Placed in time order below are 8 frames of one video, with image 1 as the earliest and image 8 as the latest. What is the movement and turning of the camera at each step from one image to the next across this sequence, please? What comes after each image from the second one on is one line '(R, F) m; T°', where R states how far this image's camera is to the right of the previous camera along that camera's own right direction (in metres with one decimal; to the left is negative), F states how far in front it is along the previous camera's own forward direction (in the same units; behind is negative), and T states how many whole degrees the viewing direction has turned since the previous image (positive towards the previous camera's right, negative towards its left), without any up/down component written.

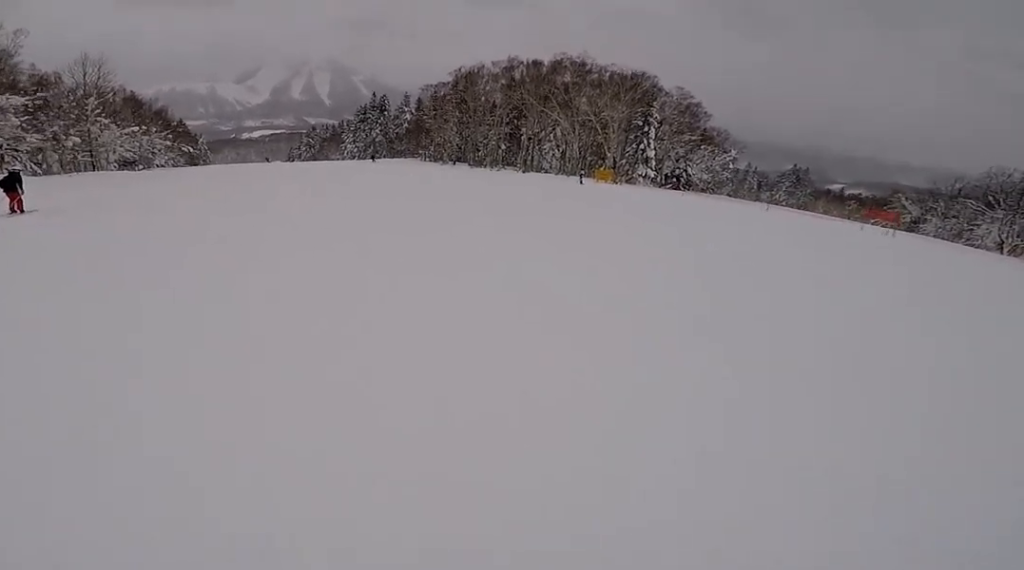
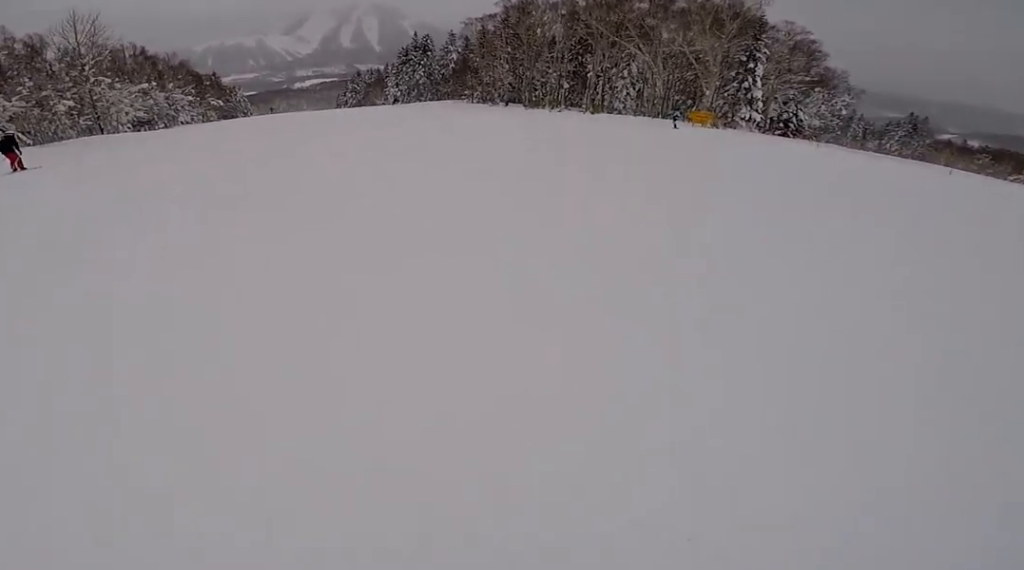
(0.0, +8.5) m; -6°
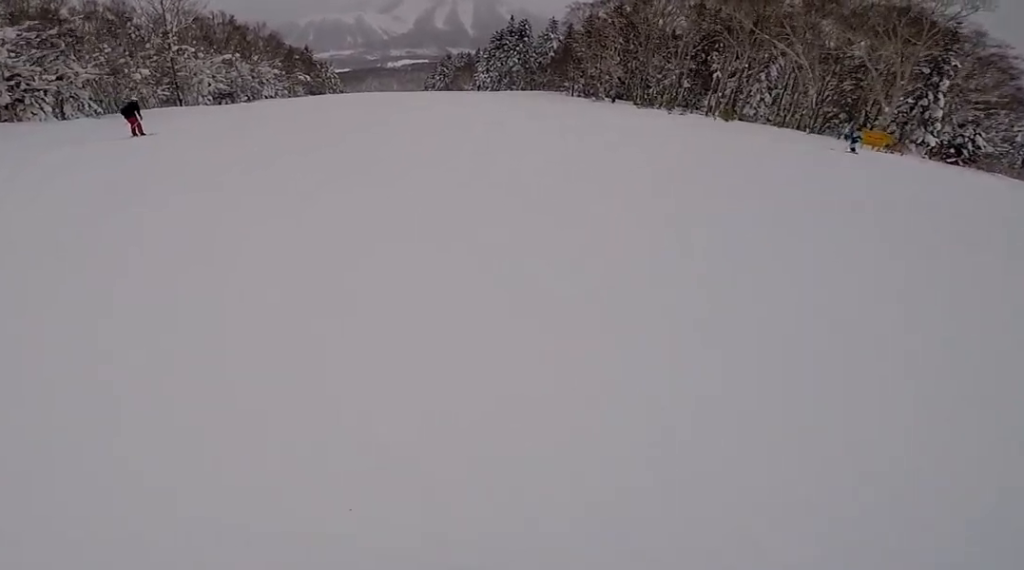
(+0.4, +5.6) m; -7°
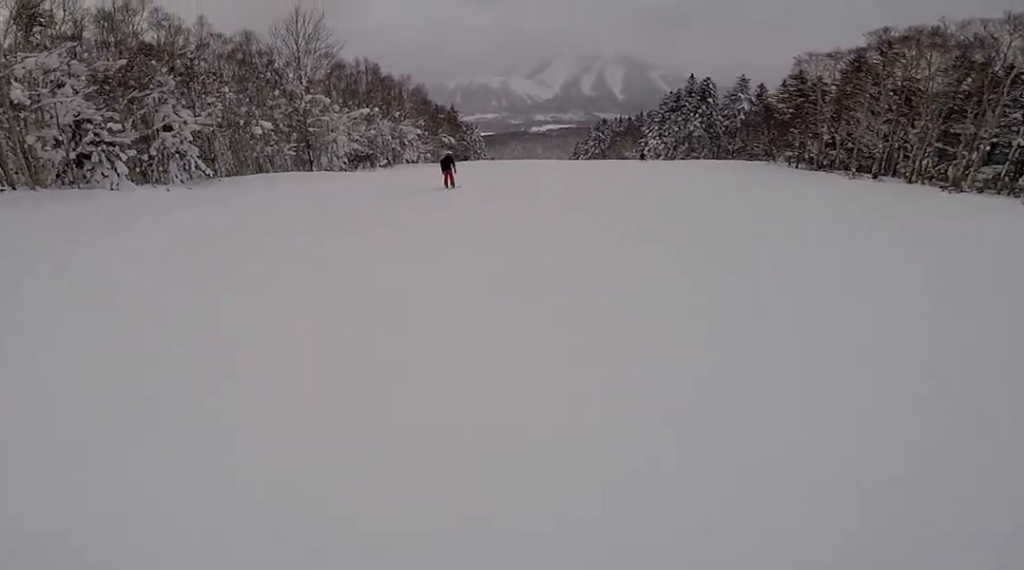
(-3.2, +14.7) m; -10°
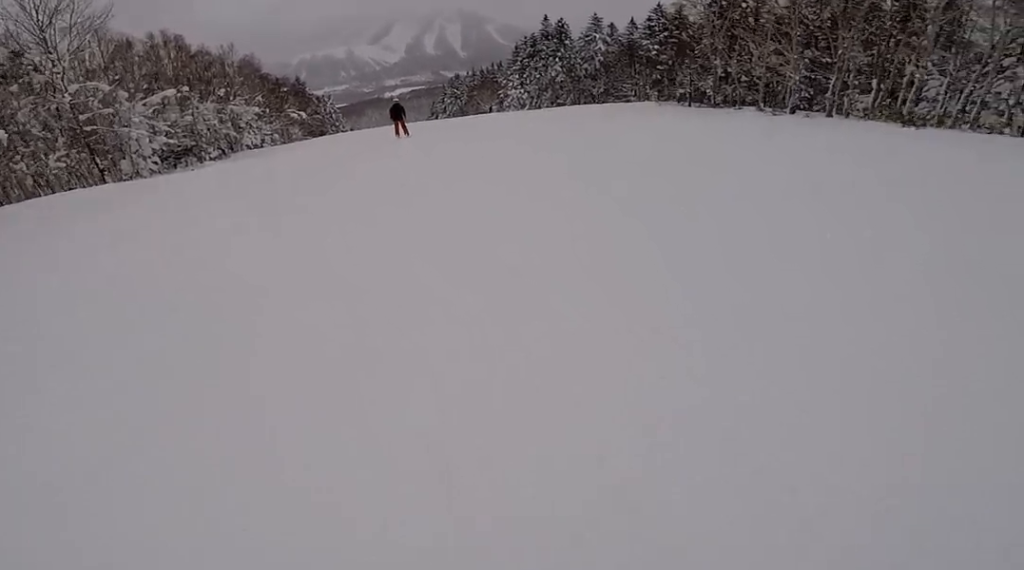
(+0.7, +11.2) m; +11°
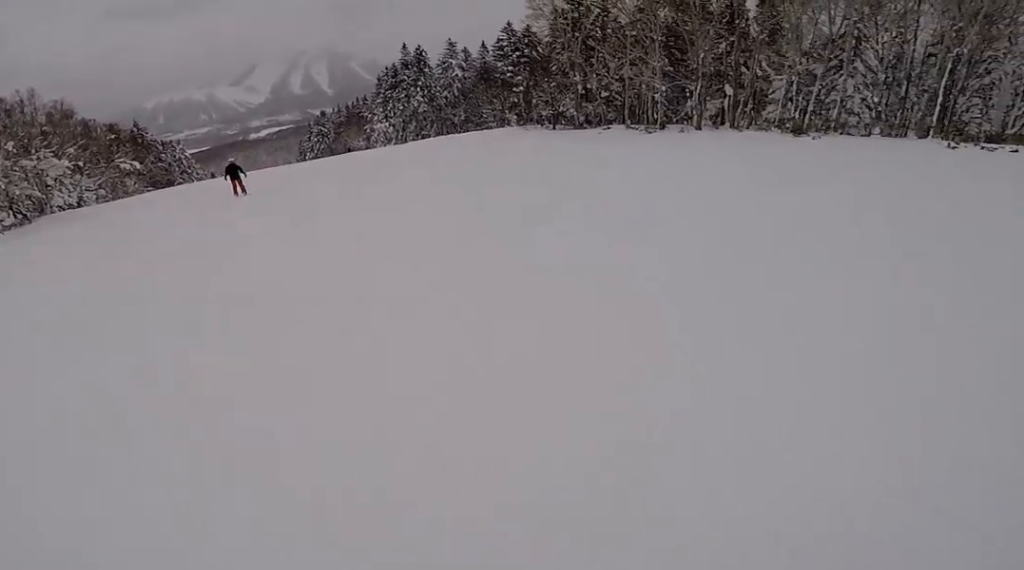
(+0.8, +7.9) m; +8°
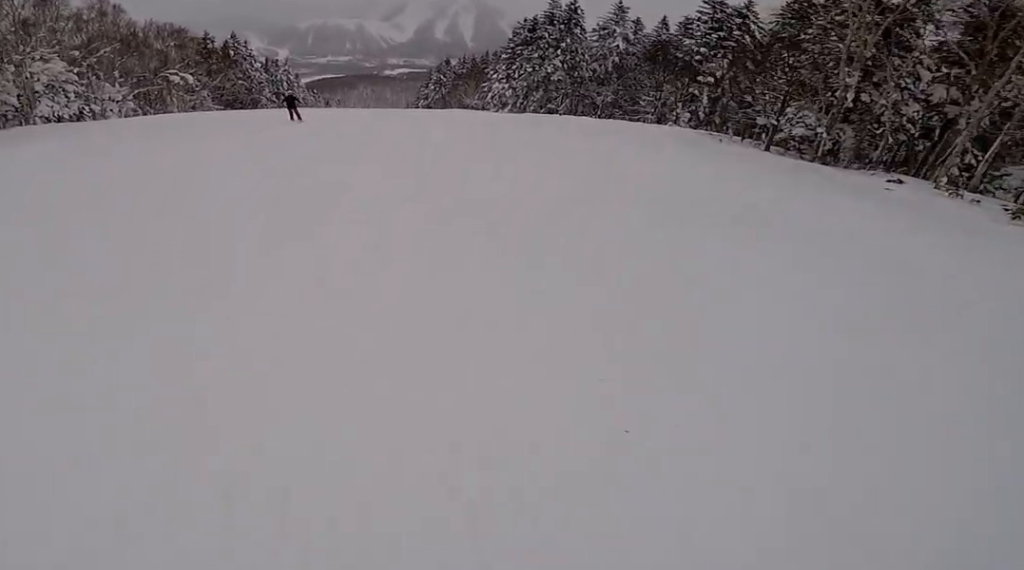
(+0.4, +17.2) m; -7°
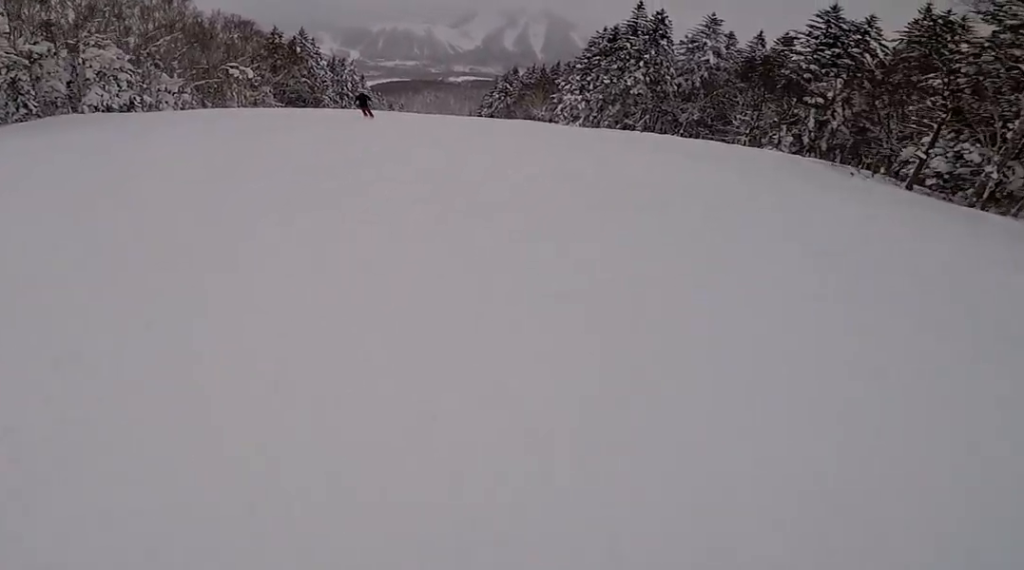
(-0.2, +4.1) m; -6°
